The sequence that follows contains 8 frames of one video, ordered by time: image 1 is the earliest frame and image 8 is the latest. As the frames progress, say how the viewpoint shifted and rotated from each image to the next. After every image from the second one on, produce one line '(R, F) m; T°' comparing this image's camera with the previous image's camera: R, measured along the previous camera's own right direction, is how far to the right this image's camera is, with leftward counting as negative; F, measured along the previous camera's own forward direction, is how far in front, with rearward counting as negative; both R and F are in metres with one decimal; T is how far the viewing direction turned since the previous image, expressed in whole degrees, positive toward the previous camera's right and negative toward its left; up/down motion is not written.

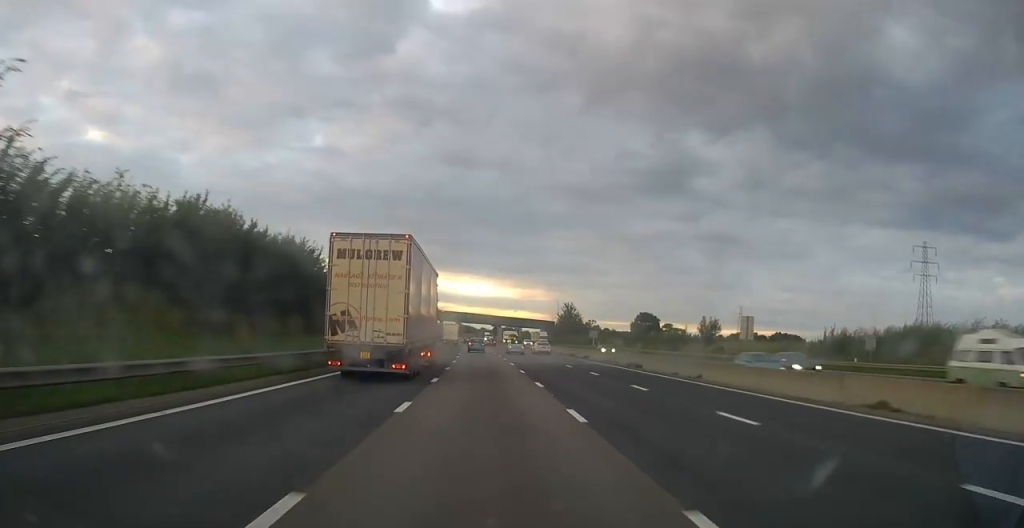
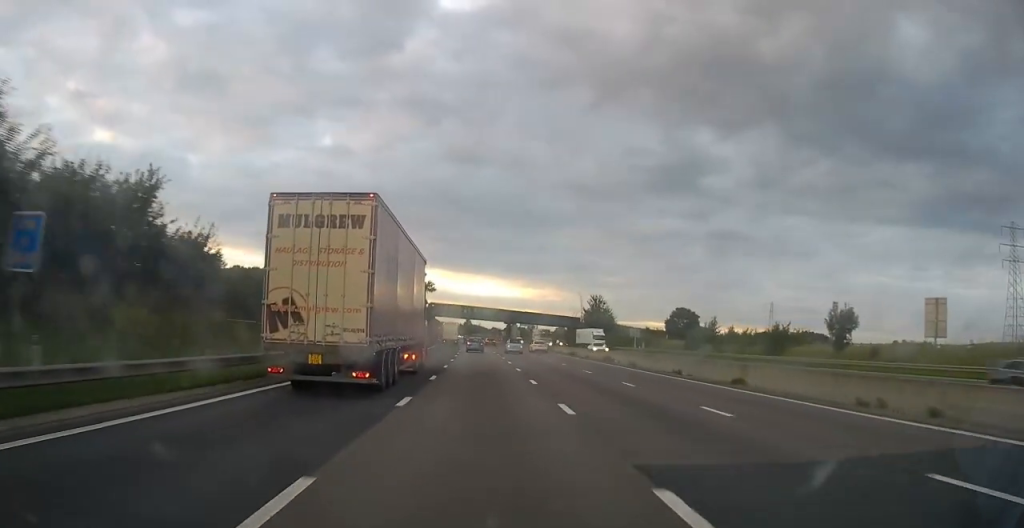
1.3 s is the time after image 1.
(-0.3, +35.0) m; -1°
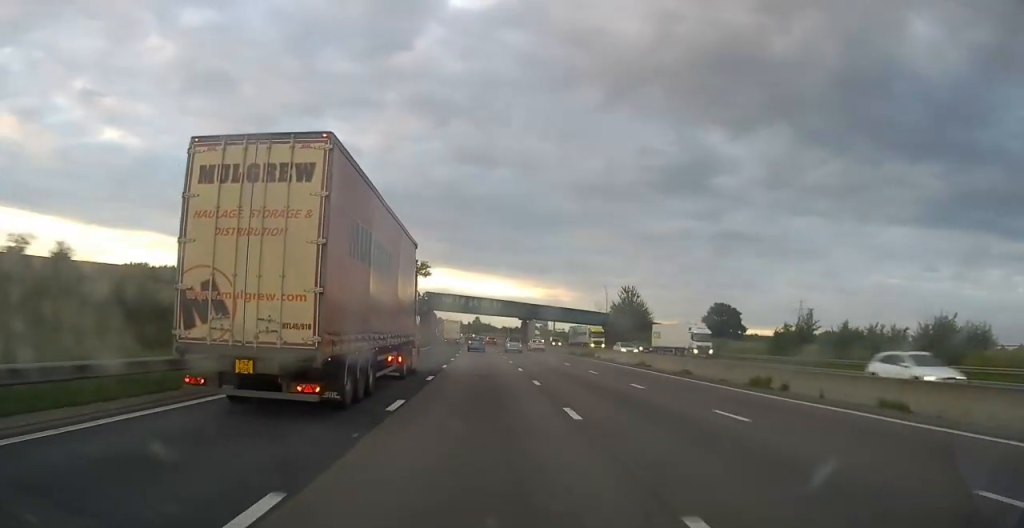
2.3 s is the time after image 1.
(-0.1, +27.6) m; -1°
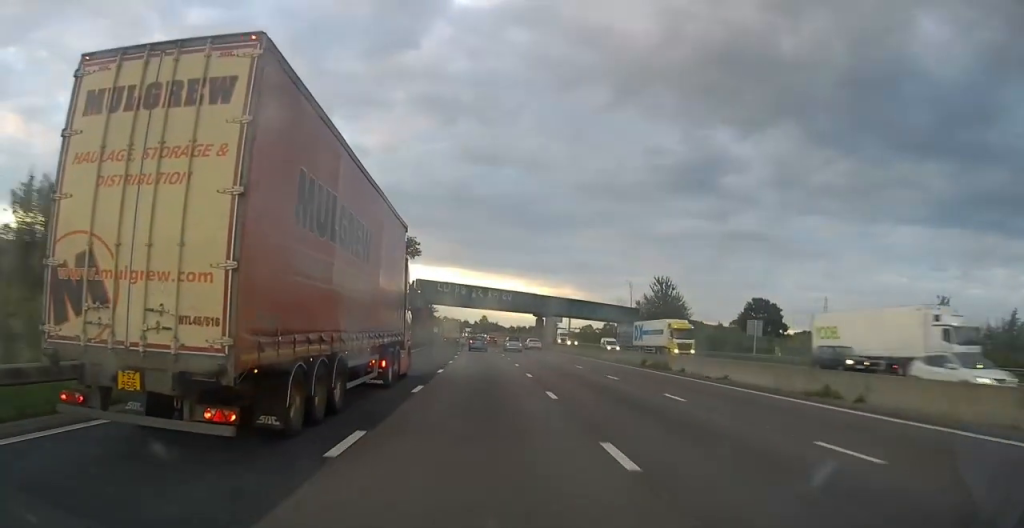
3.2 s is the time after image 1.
(-0.1, +22.3) m; -1°
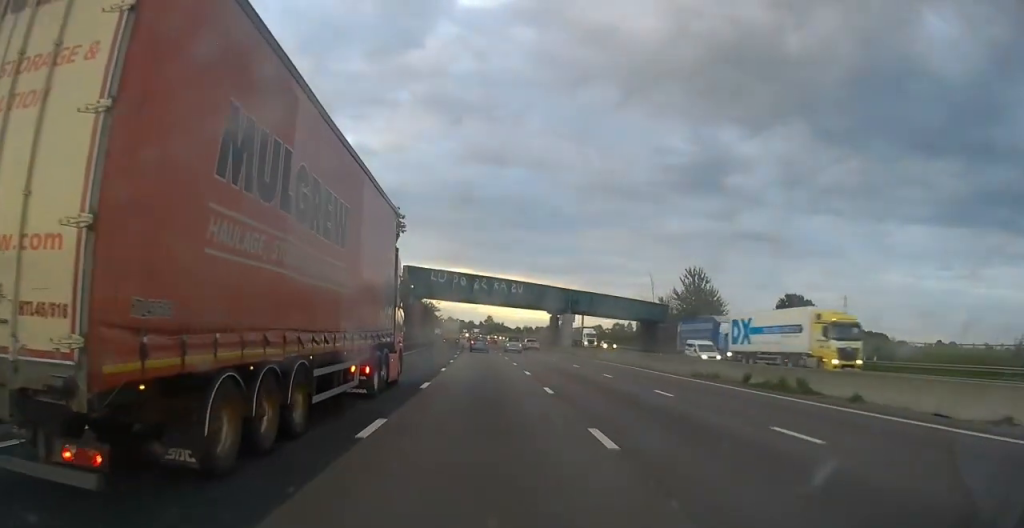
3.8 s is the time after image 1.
(0.0, +16.1) m; 0°
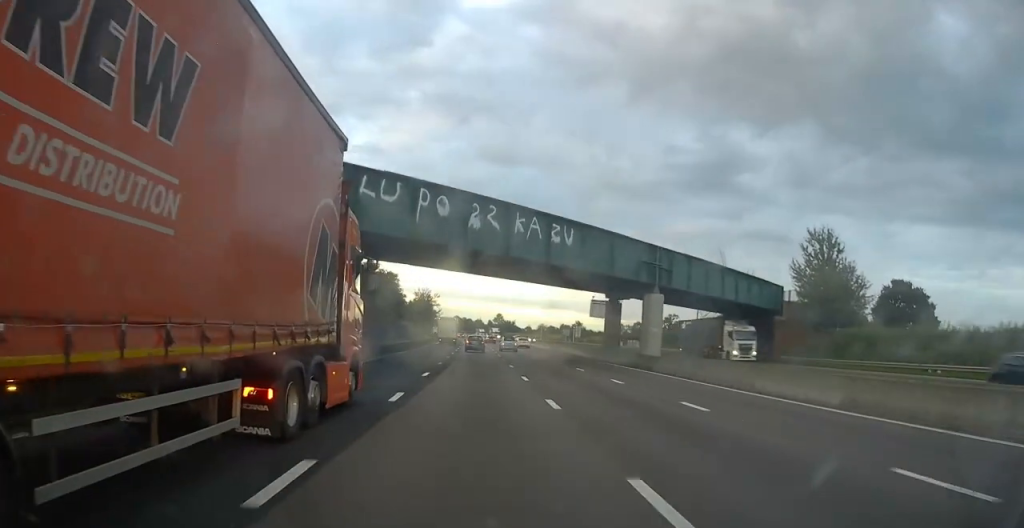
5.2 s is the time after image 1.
(-0.4, +39.6) m; -1°
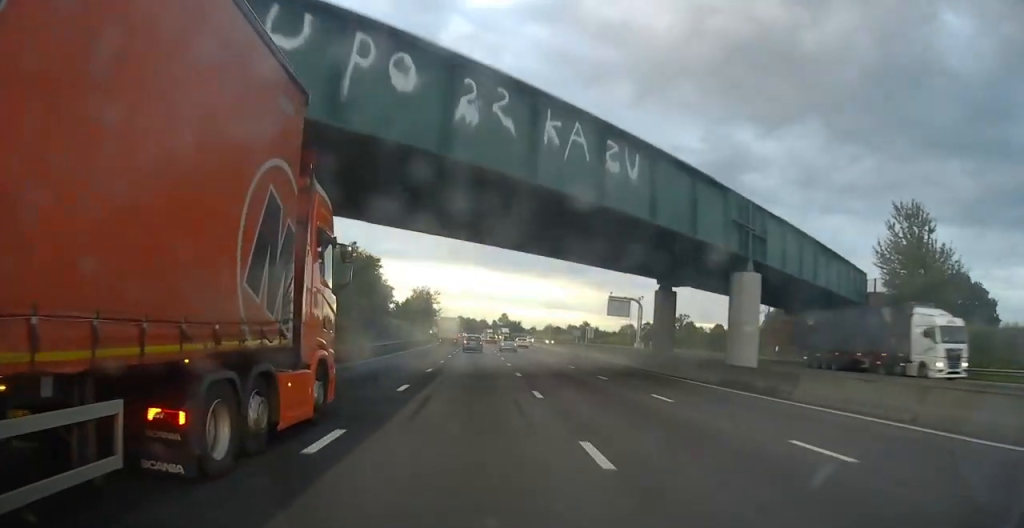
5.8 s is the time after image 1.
(0.0, +15.3) m; 0°
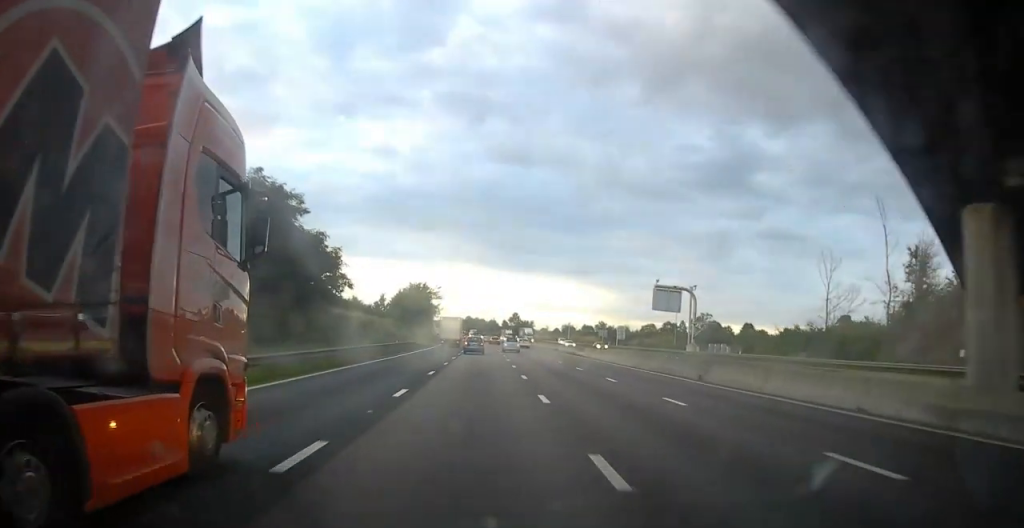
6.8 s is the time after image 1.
(-0.1, +27.4) m; -1°
